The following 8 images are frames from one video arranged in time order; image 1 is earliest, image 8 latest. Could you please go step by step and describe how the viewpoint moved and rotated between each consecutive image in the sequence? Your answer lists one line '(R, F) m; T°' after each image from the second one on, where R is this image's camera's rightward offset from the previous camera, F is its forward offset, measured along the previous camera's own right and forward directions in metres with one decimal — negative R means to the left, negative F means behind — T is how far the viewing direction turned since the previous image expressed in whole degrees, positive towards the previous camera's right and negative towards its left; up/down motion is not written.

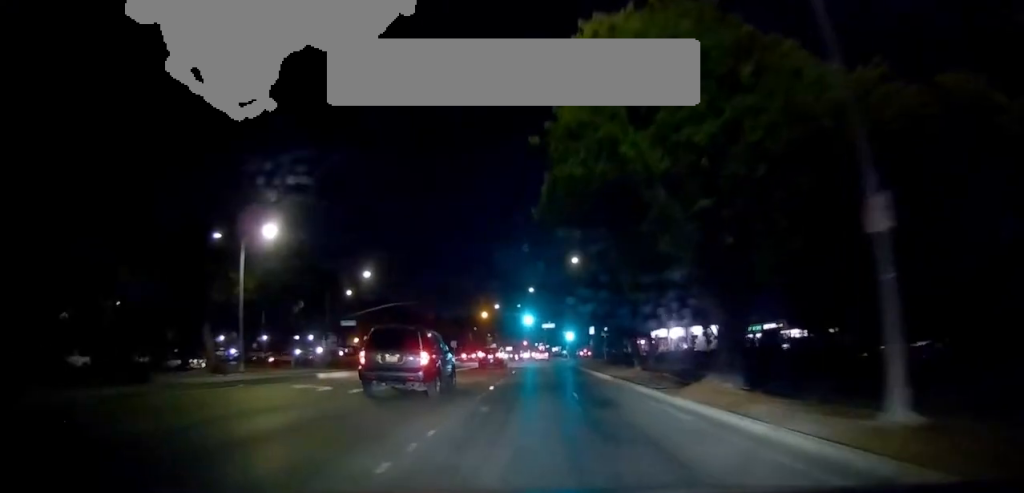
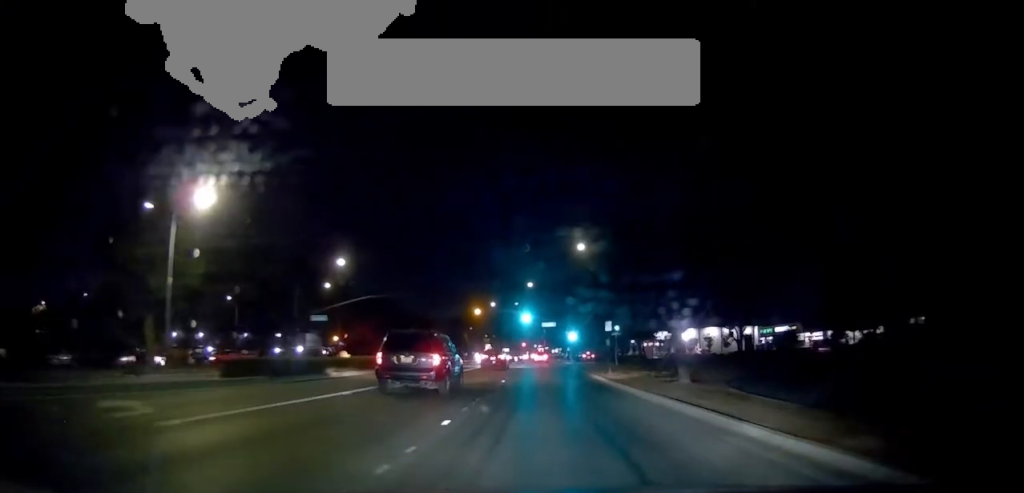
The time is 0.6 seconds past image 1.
(-0.1, +8.9) m; -3°
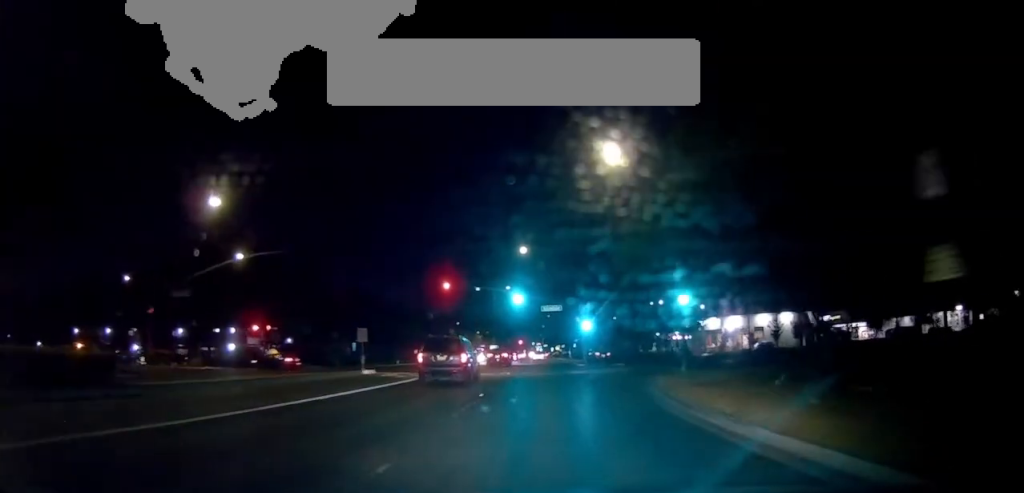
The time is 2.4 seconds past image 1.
(-0.2, +24.0) m; +1°
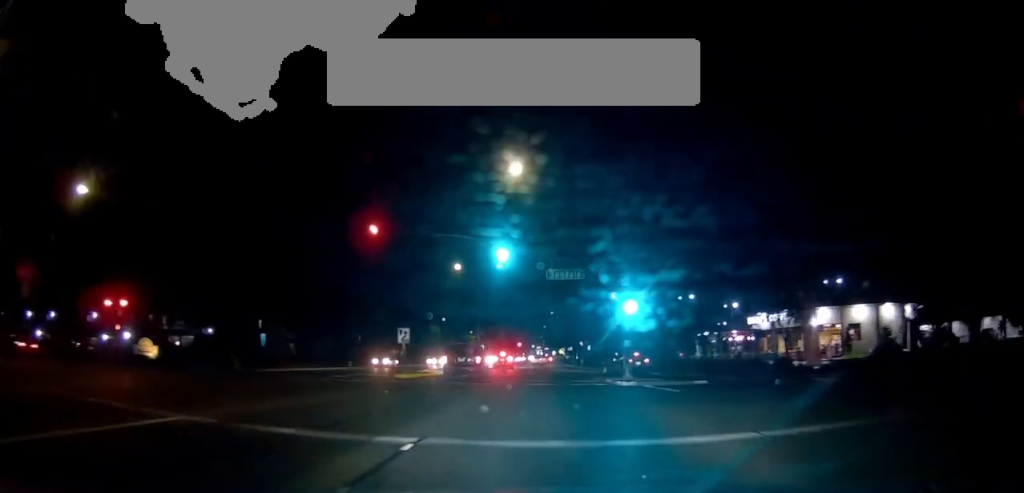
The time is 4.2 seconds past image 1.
(+0.3, +24.2) m; -1°
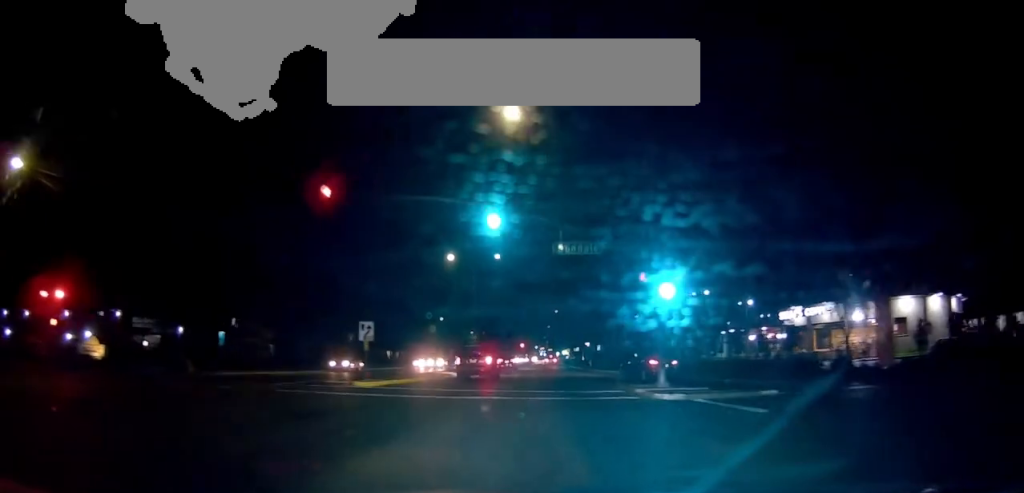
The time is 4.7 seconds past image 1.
(+0.1, +7.1) m; -1°
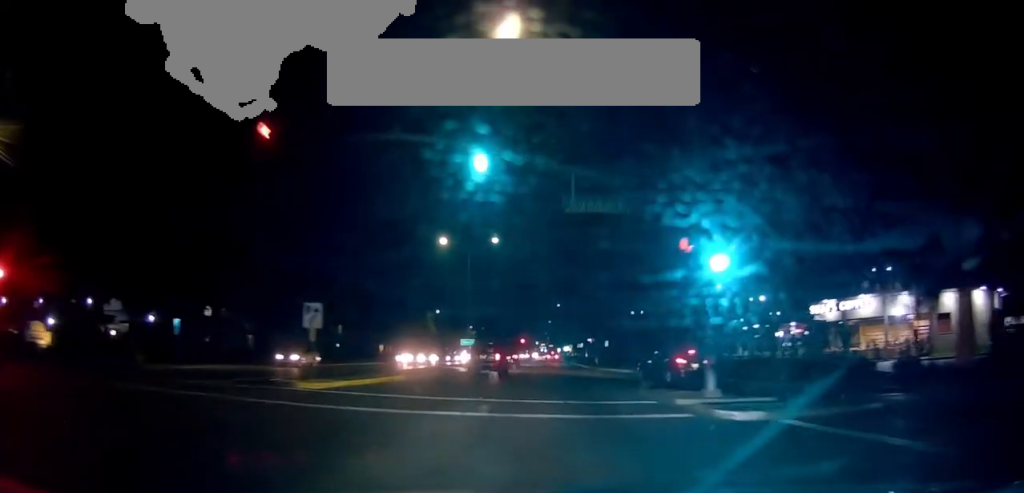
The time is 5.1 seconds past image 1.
(-0.3, +5.6) m; 0°
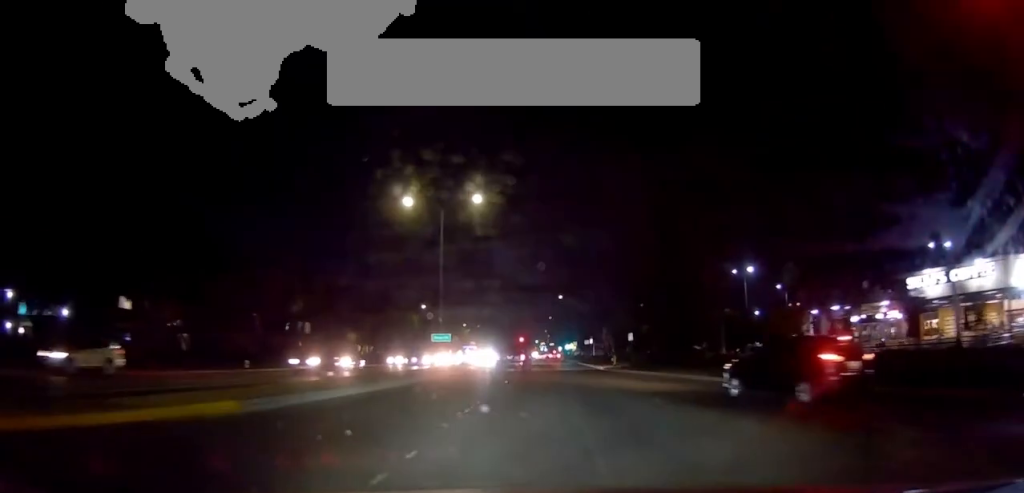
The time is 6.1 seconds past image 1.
(0.0, +13.0) m; +1°
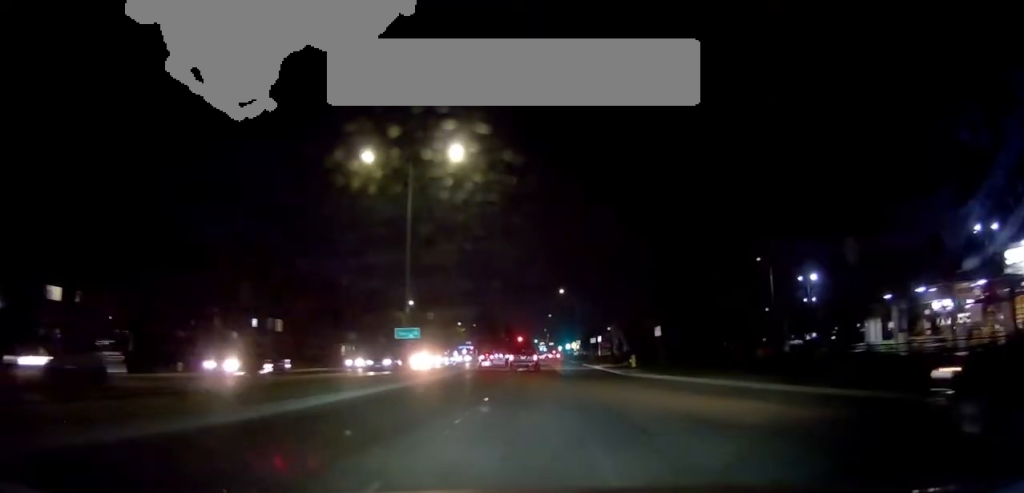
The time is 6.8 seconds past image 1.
(+0.2, +8.6) m; +1°
